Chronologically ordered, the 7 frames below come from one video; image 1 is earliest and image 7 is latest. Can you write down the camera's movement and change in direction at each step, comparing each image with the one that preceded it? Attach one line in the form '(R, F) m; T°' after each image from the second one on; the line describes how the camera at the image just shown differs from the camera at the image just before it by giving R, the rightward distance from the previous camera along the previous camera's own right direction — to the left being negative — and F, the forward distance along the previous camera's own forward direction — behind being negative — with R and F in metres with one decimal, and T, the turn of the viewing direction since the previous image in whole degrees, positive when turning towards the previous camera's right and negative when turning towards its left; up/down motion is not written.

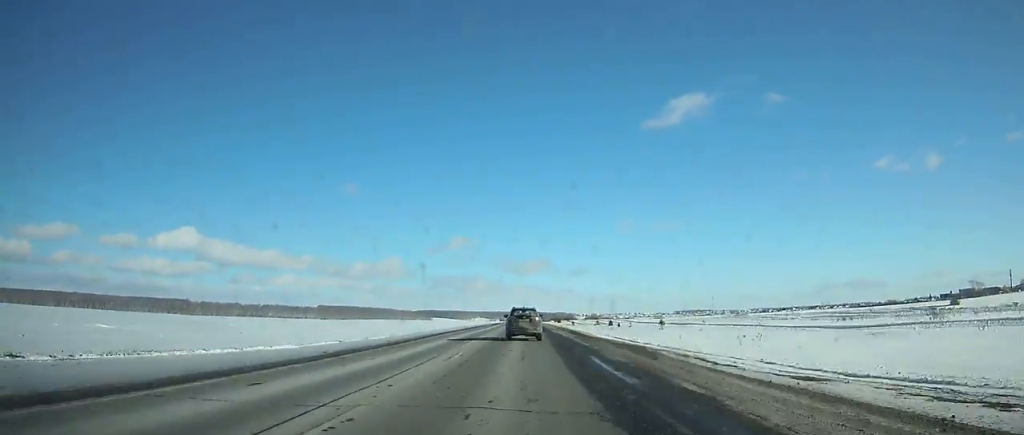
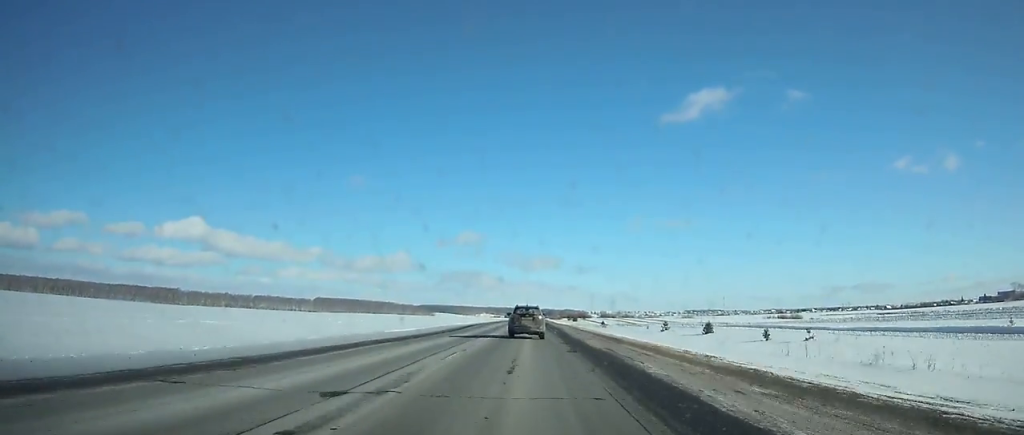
(0.0, +75.8) m; 0°
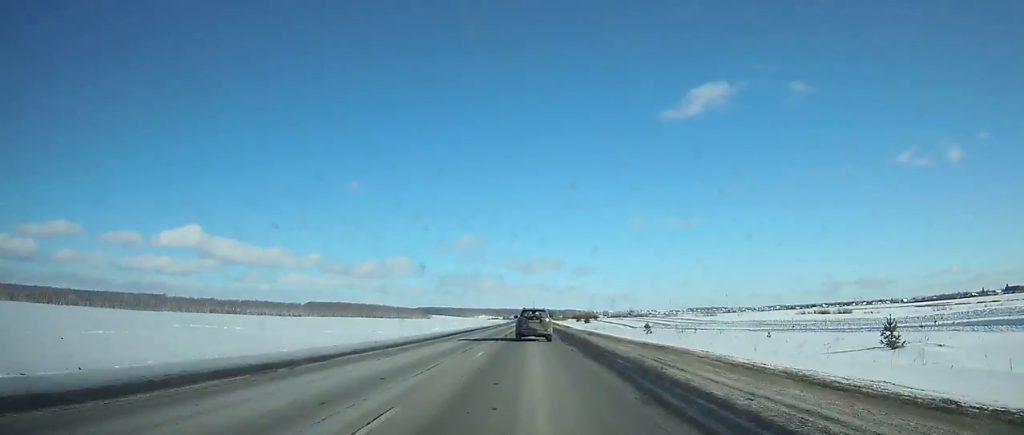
(0.0, +58.2) m; 0°
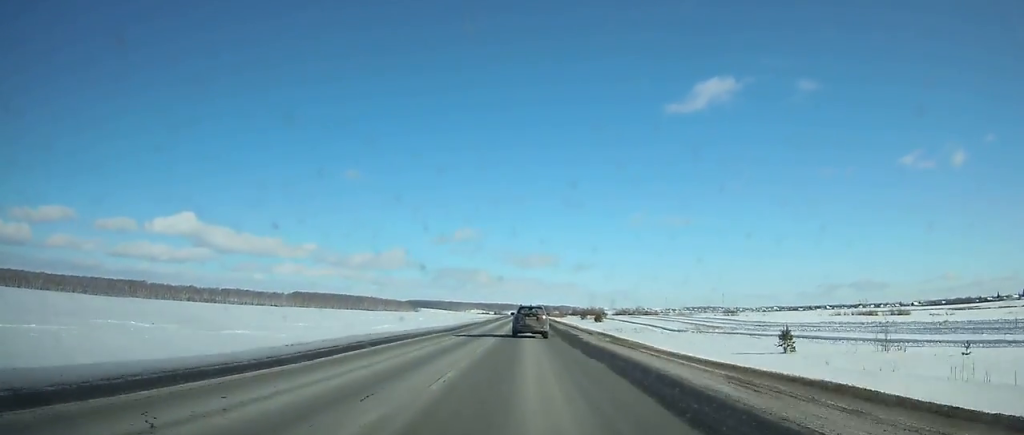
(0.0, +55.8) m; 0°
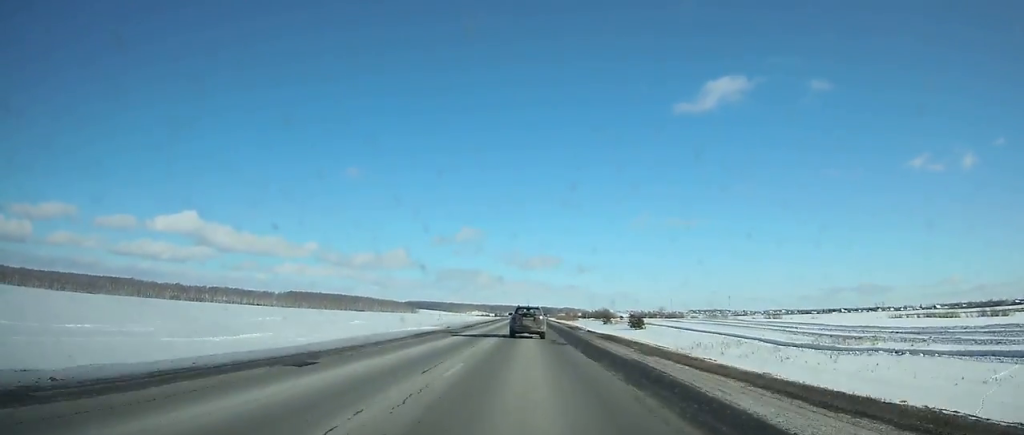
(+0.1, +58.4) m; 0°
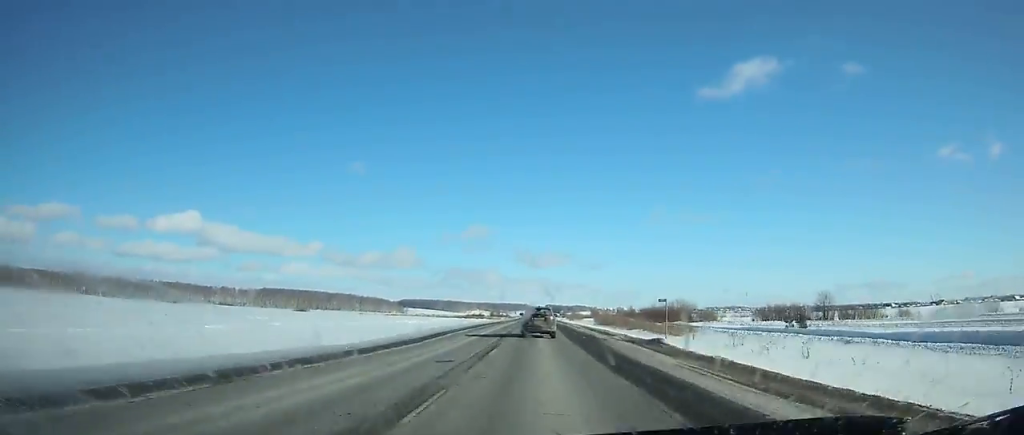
(-0.3, +185.2) m; 0°
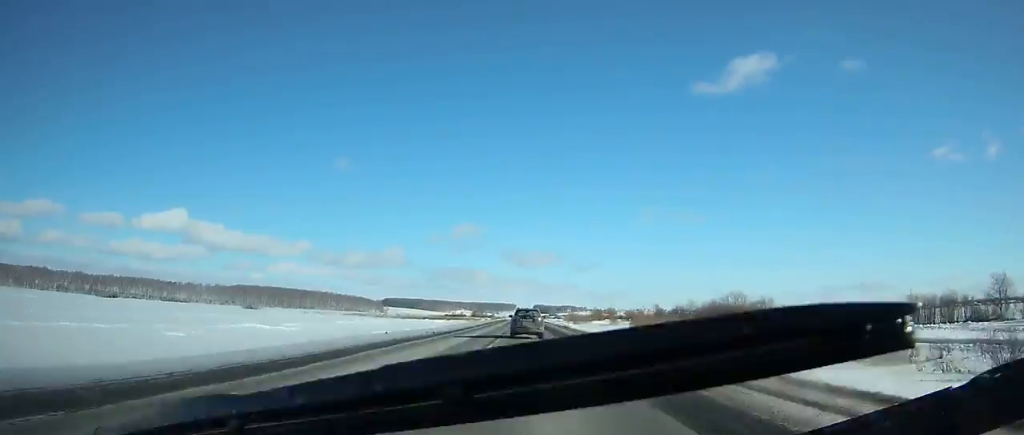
(-0.1, +68.0) m; 0°
